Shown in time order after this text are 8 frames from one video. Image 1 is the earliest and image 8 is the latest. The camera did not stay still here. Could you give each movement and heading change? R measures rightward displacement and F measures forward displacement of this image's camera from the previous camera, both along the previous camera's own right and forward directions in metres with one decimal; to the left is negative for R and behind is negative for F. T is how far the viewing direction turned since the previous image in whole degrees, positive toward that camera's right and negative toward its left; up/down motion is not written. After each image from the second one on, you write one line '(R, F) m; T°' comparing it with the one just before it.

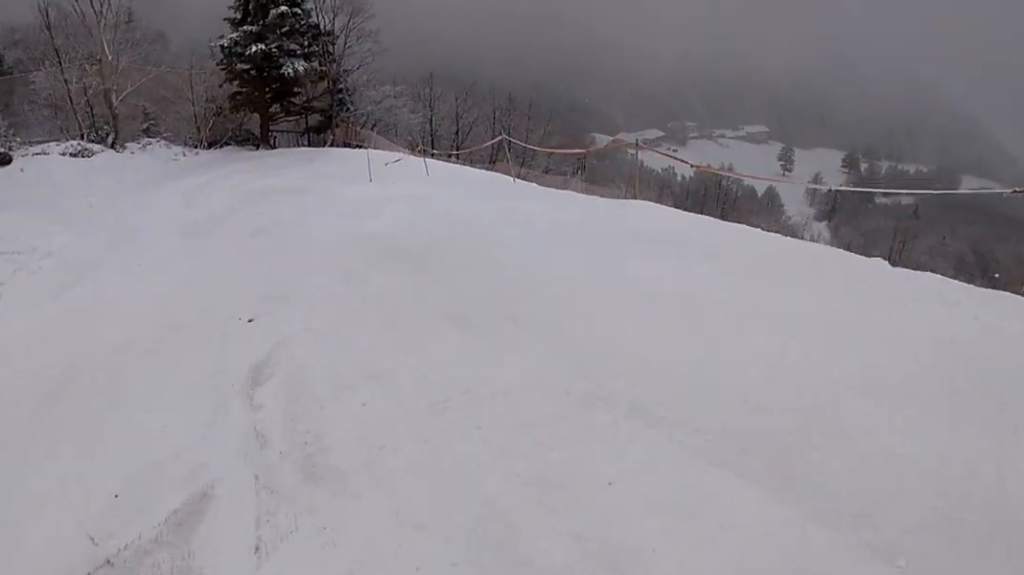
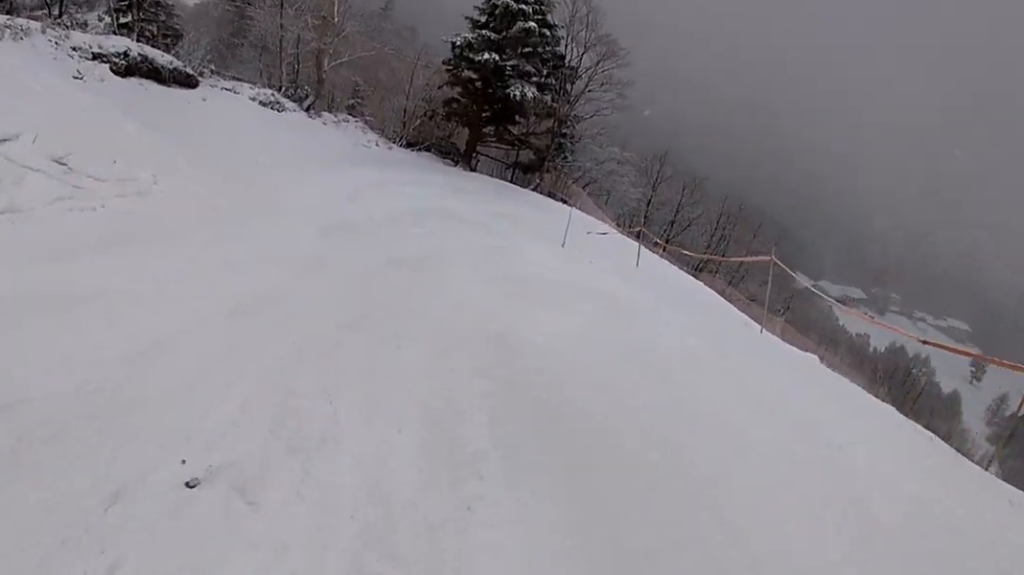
(+0.4, +3.6) m; +1°
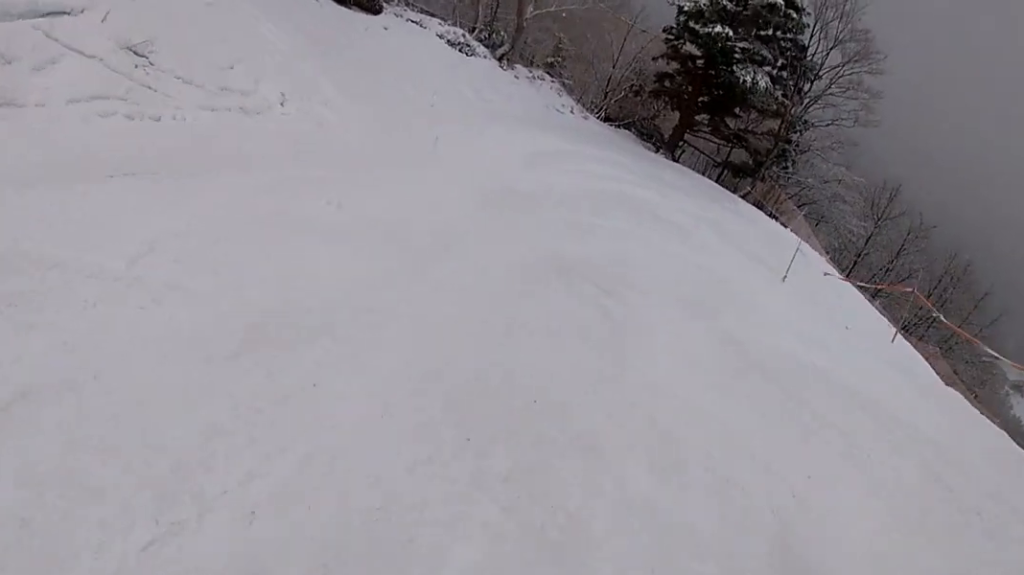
(0.0, +3.0) m; +1°
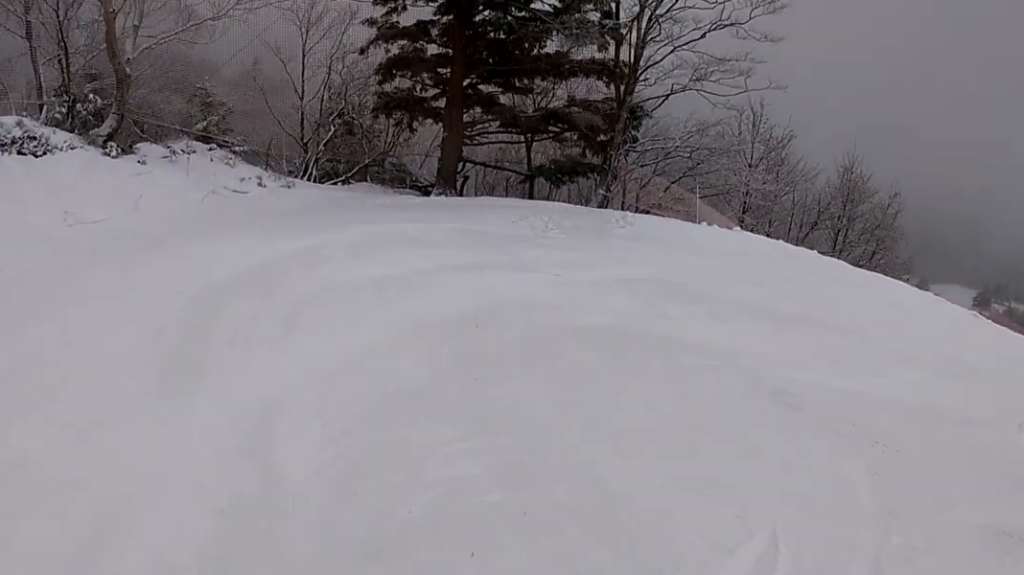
(+1.9, +11.0) m; +30°
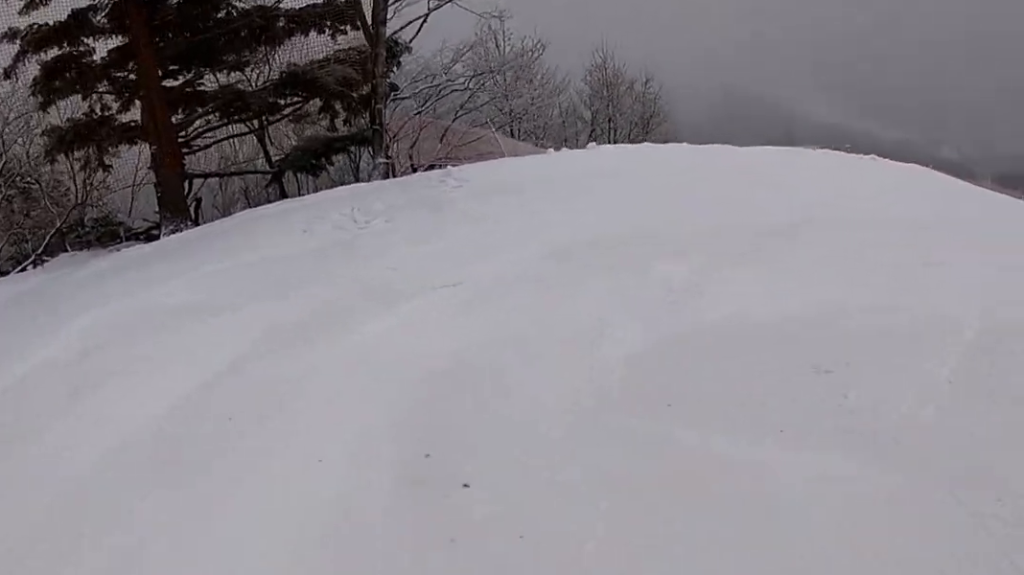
(+0.2, +2.7) m; +14°
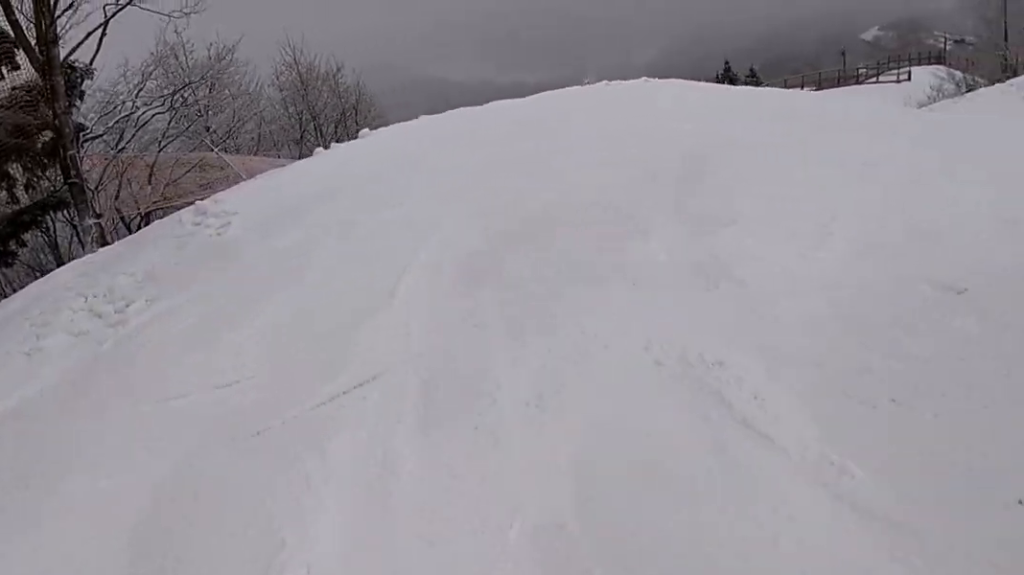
(0.0, +1.4) m; +20°
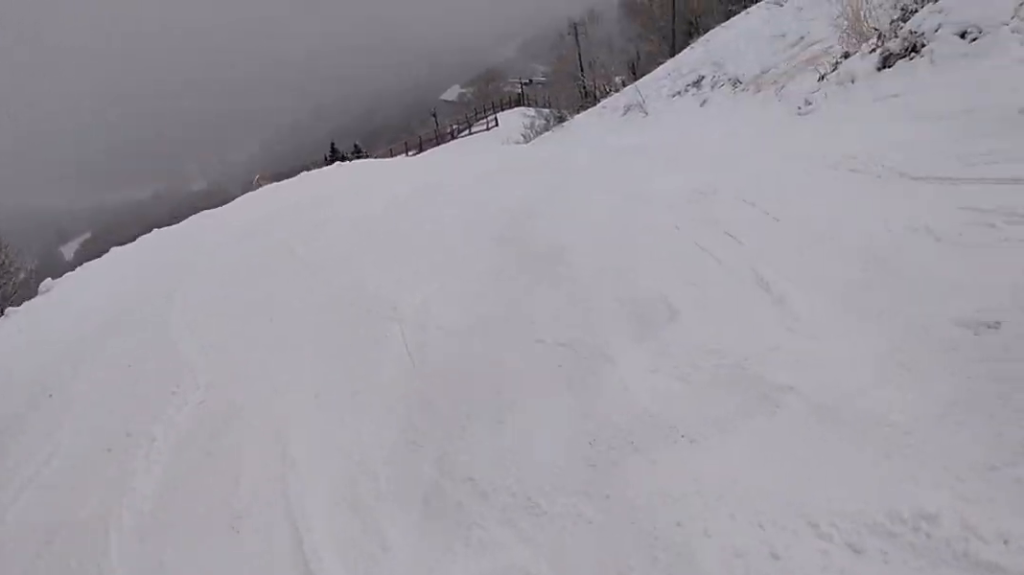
(-0.2, +1.4) m; +24°
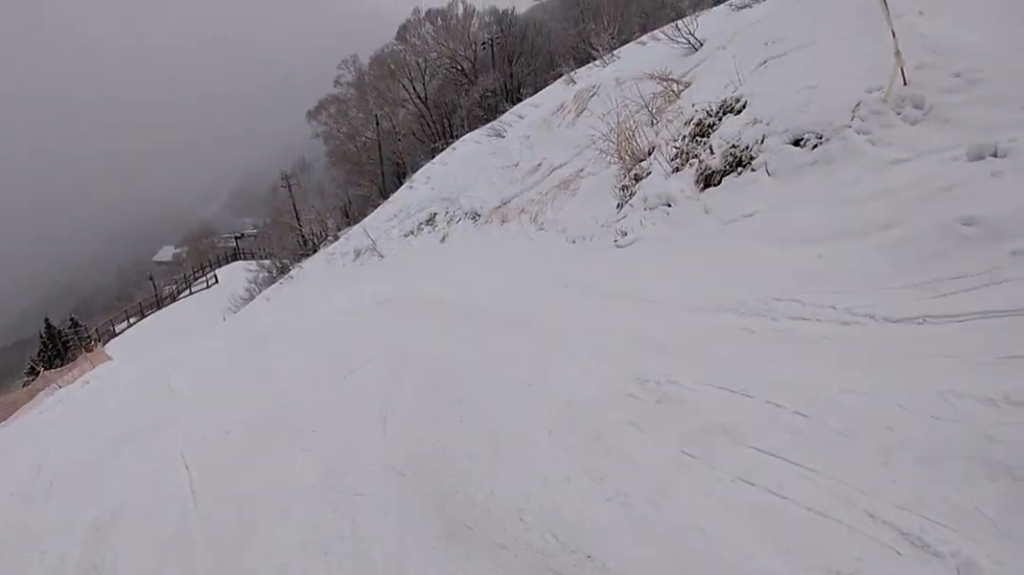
(+1.5, +2.2) m; +46°
